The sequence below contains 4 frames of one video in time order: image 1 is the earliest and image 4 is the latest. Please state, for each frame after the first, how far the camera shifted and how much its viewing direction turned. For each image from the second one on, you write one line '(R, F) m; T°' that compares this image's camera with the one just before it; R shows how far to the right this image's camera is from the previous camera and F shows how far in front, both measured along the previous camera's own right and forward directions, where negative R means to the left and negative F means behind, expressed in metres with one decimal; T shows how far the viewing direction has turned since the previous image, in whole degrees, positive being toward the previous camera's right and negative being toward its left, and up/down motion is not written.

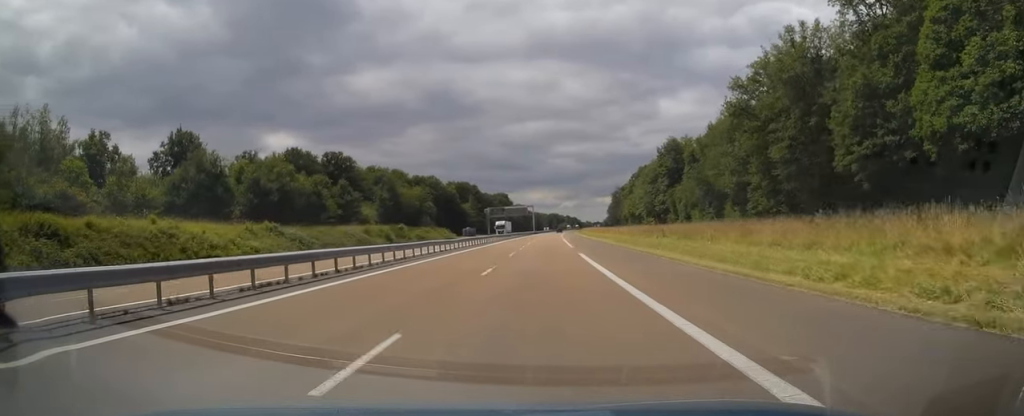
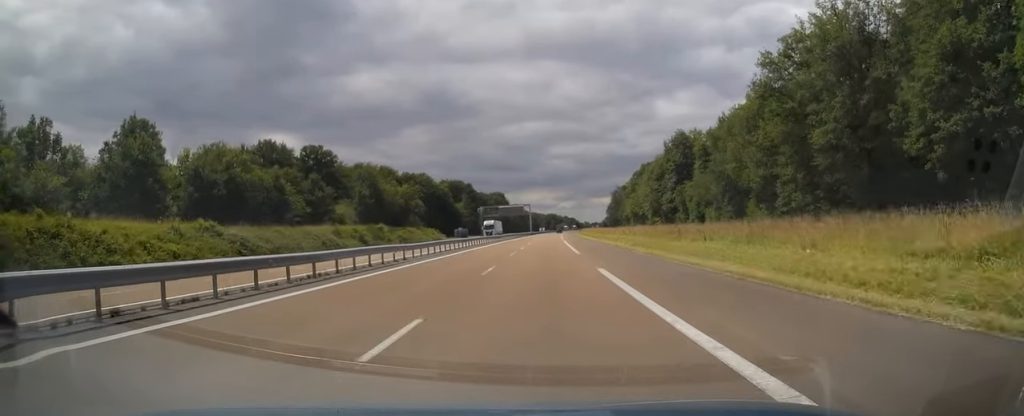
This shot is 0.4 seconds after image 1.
(0.0, +11.8) m; 0°
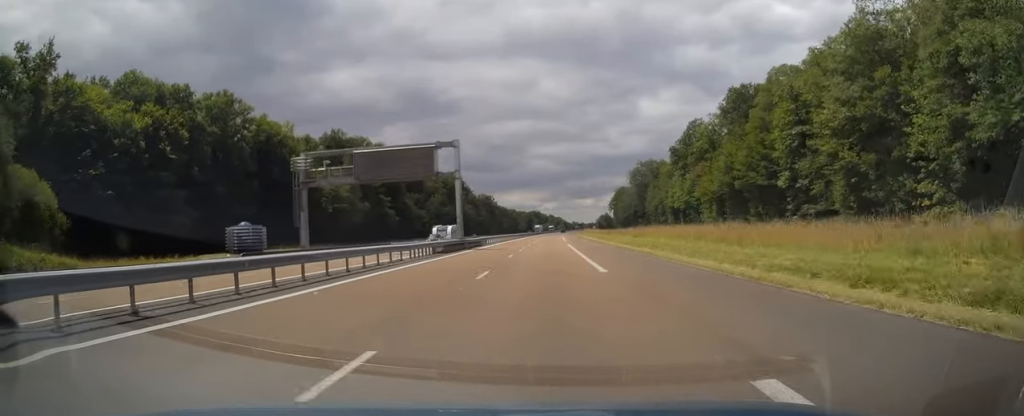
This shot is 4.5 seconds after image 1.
(+1.9, +121.0) m; +2°
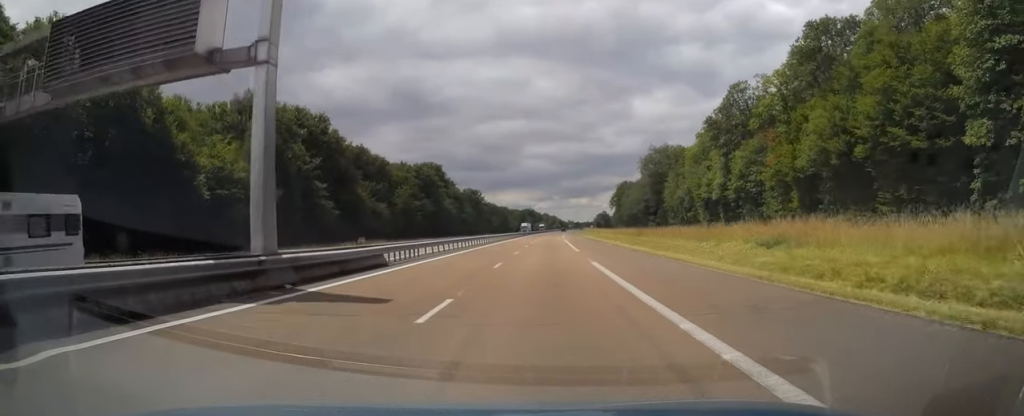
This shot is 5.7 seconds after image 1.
(+0.3, +34.3) m; +1°
